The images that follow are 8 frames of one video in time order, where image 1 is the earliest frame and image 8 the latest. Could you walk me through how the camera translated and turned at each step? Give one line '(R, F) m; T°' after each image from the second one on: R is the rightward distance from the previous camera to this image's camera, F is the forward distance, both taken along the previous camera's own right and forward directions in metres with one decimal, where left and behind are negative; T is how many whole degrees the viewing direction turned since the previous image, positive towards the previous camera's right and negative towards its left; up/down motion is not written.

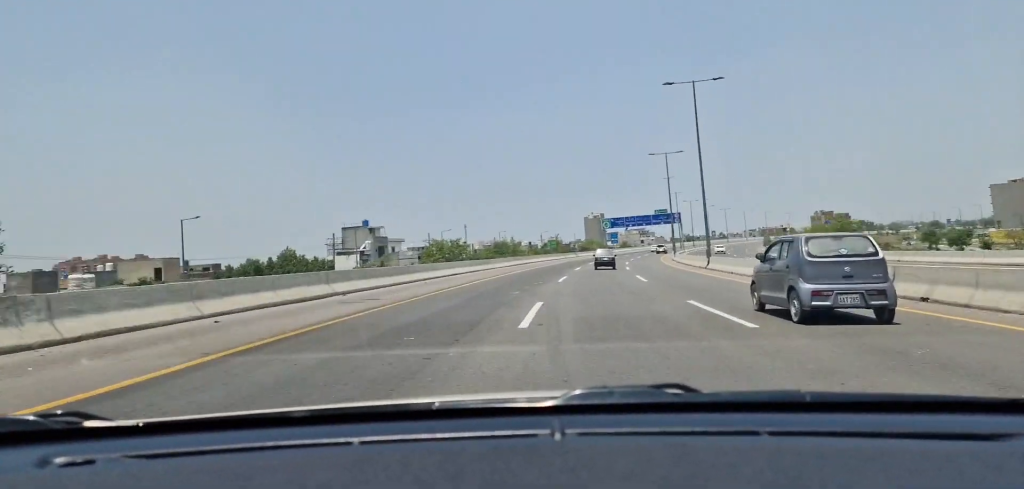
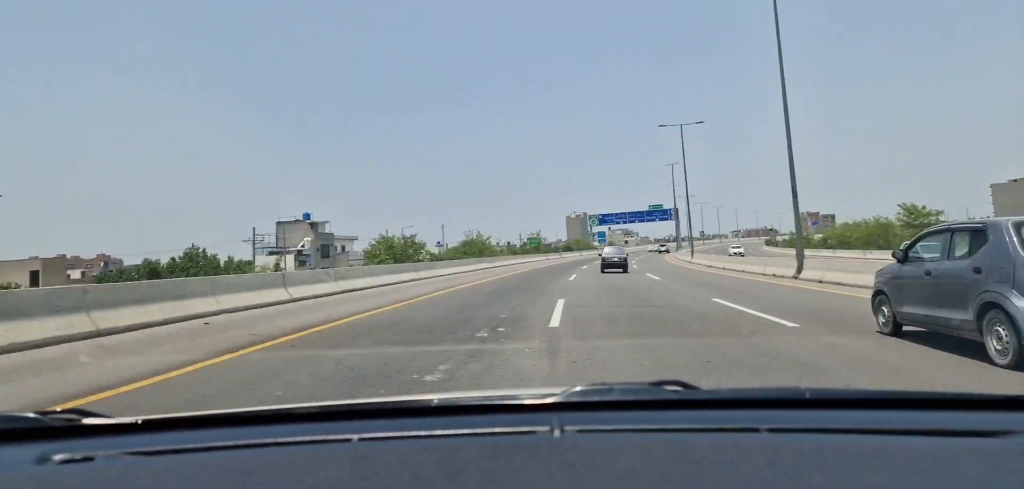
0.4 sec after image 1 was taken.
(+0.4, +18.5) m; +2°
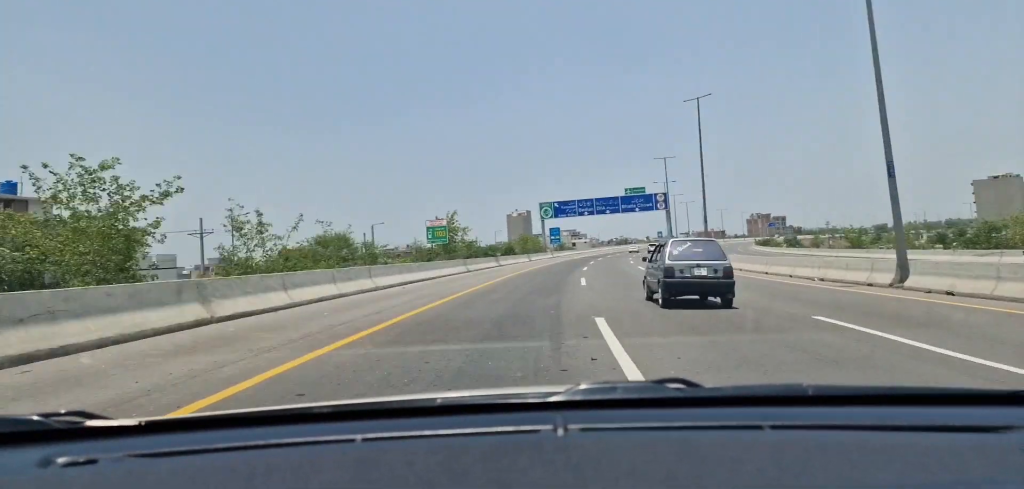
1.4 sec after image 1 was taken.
(+1.5, +41.4) m; +5°
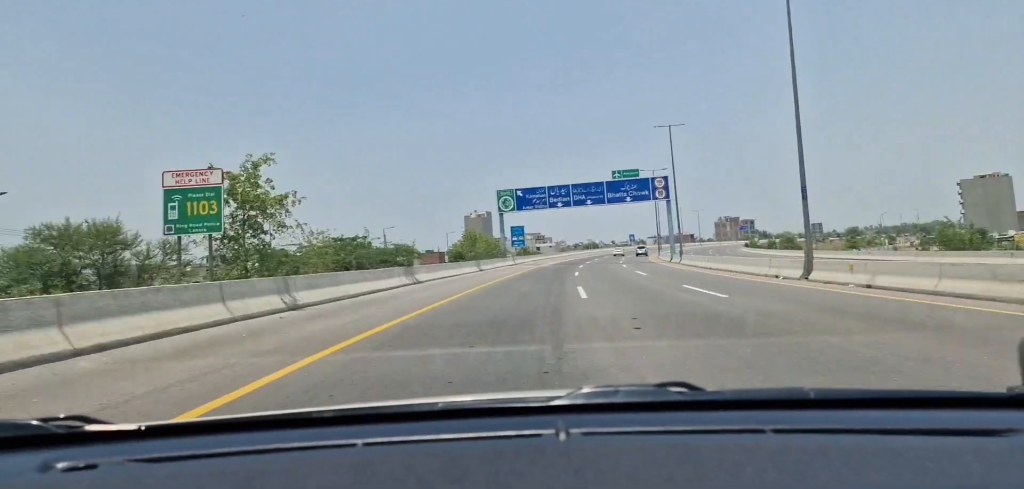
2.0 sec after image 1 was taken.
(+0.8, +24.2) m; +4°
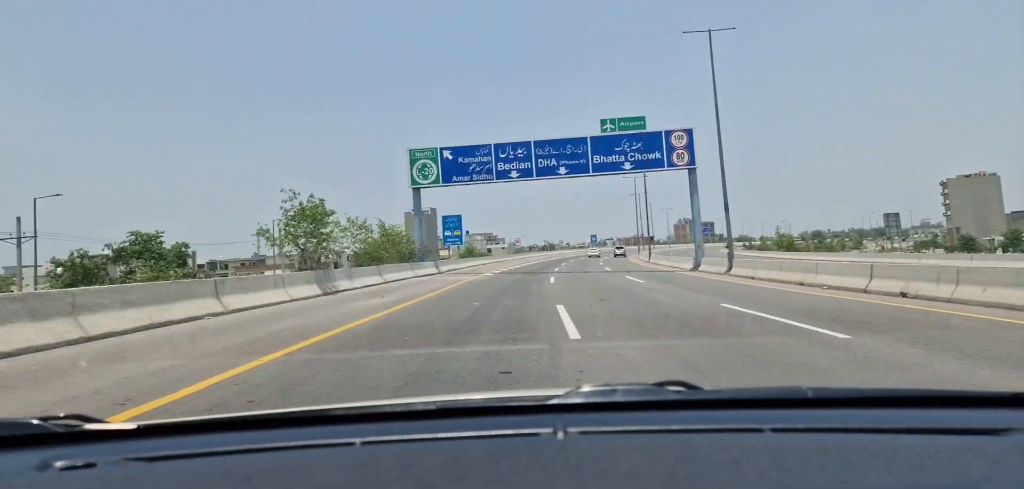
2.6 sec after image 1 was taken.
(+1.2, +27.7) m; +4°
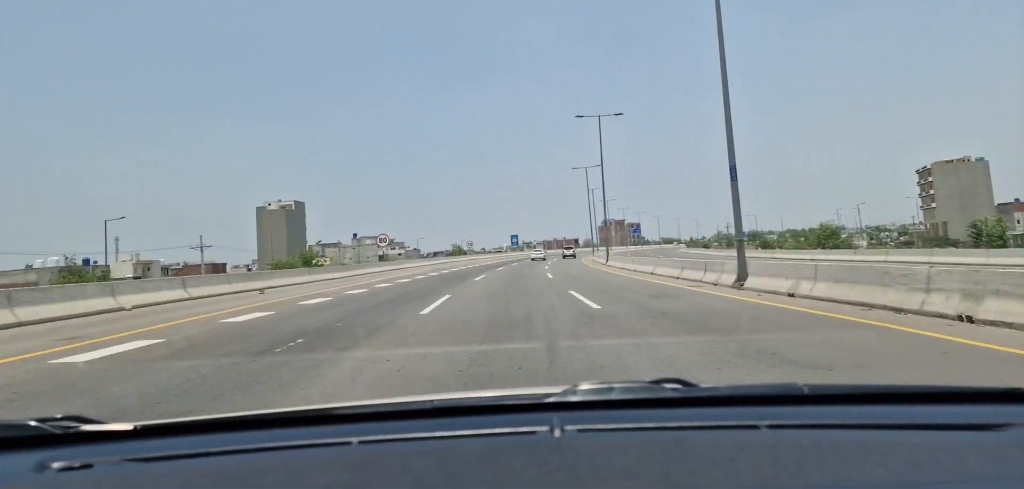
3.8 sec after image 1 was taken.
(+3.4, +49.6) m; +6°
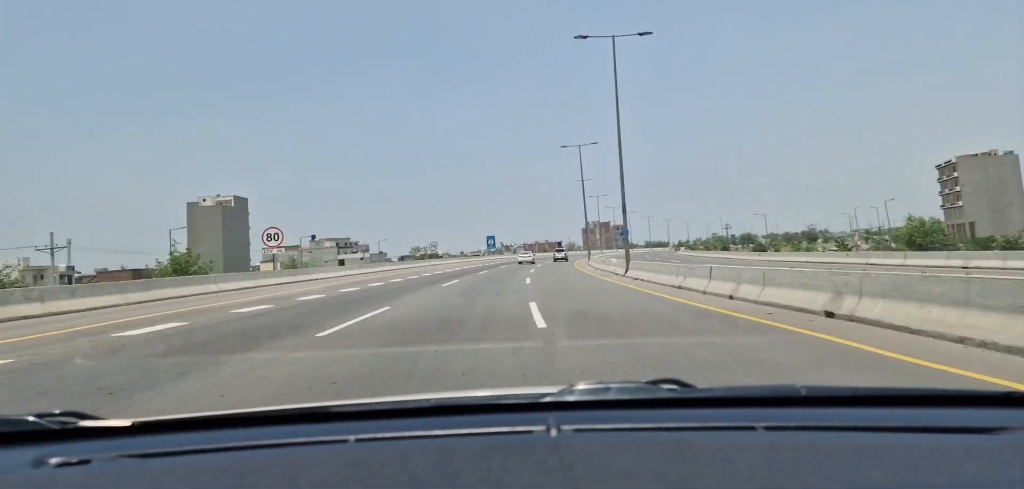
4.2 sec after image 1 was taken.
(+0.4, +19.9) m; +2°
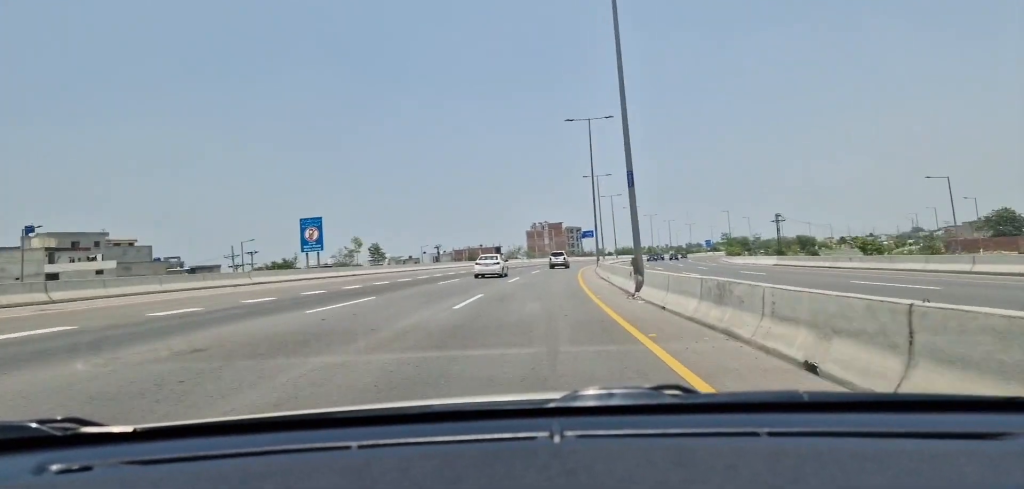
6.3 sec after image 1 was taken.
(+1.7, +85.5) m; +4°
